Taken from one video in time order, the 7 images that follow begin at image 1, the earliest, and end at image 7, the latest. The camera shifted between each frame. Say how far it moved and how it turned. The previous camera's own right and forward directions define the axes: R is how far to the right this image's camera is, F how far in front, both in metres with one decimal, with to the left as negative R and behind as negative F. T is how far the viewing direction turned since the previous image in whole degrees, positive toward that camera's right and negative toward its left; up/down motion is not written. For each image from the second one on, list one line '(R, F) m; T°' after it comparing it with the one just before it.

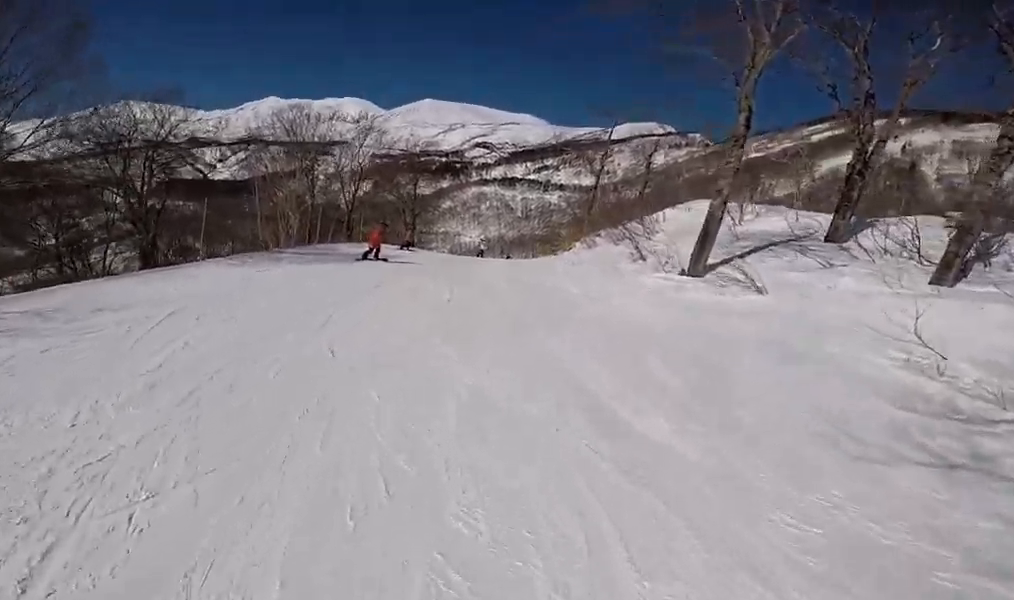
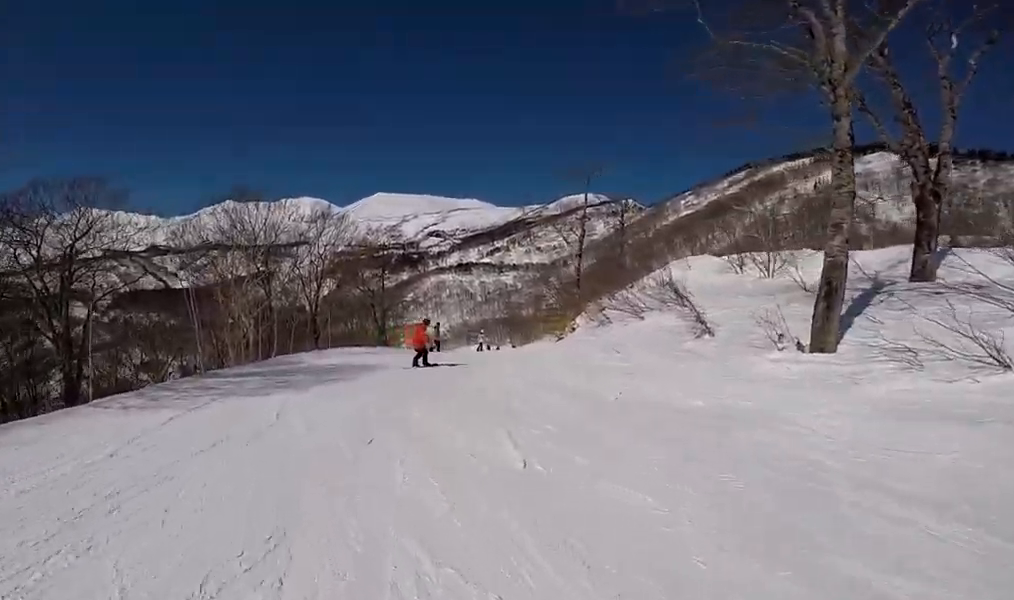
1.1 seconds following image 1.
(+1.6, +4.3) m; +15°
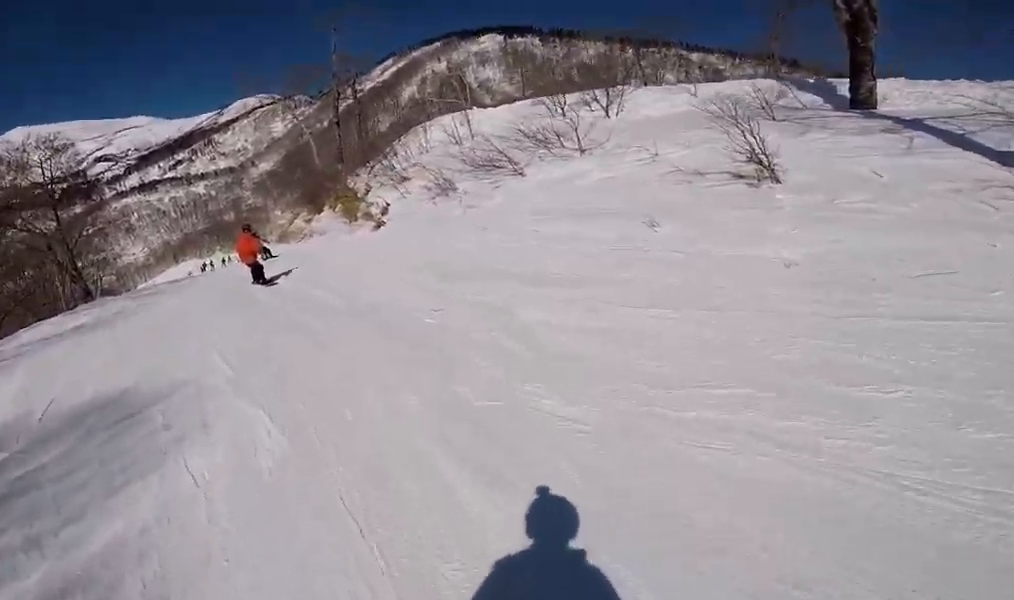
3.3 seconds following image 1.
(0.0, +8.7) m; +10°
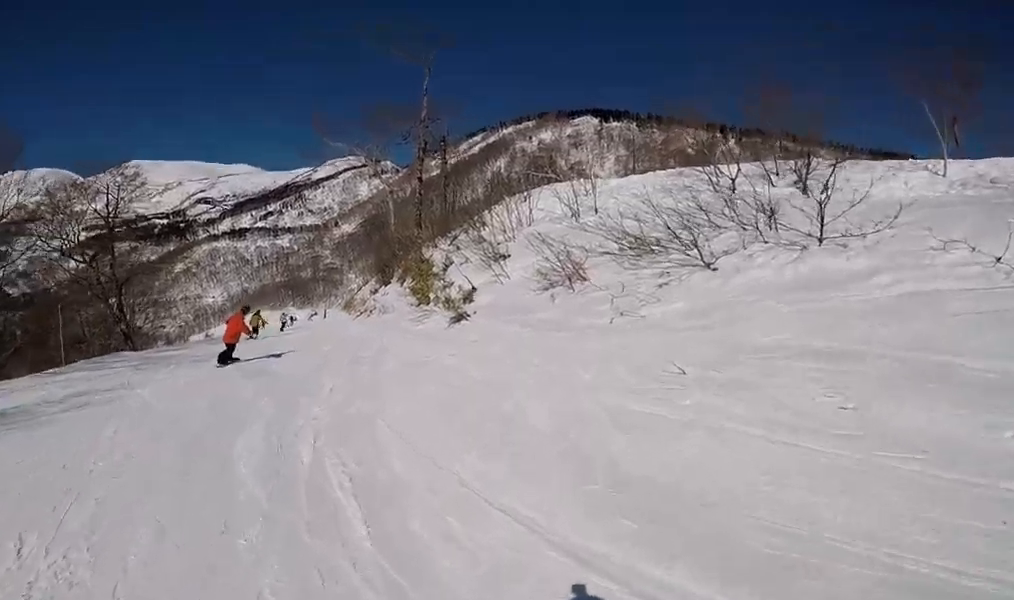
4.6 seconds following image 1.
(+0.1, +4.4) m; +2°
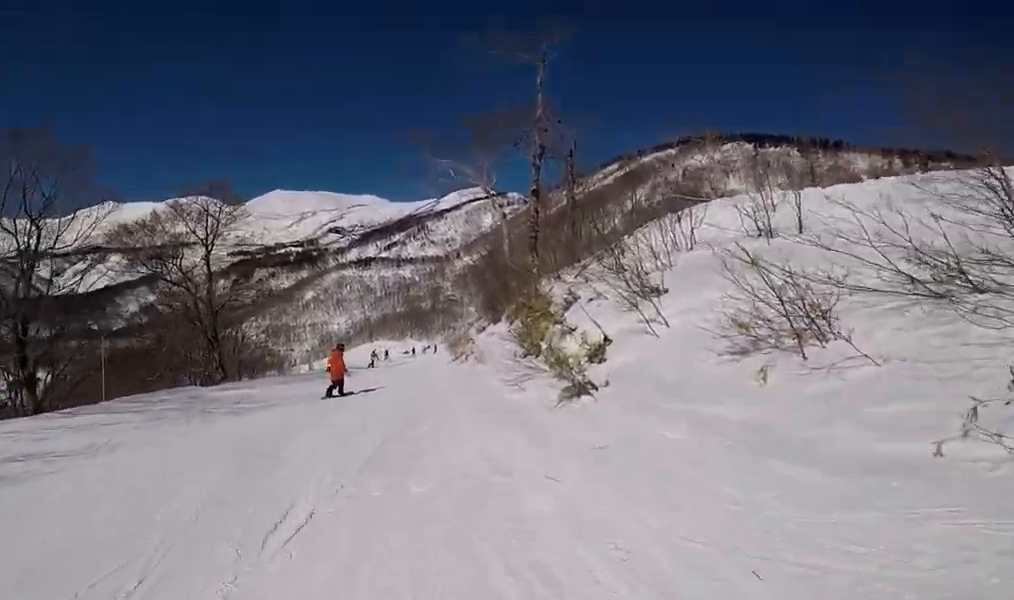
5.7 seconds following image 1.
(0.0, +3.9) m; -2°
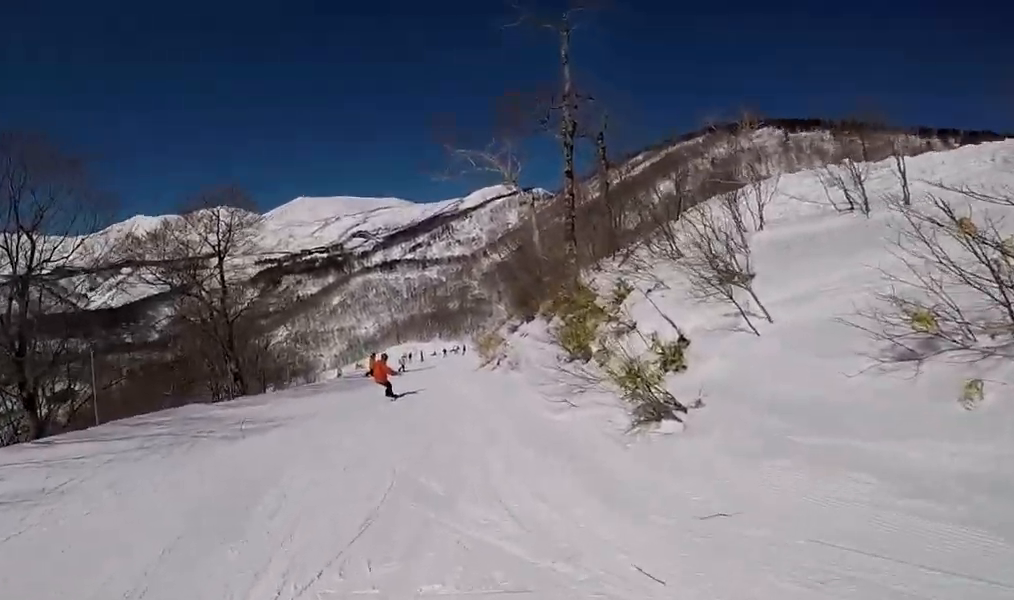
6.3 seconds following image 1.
(0.0, +1.9) m; -3°
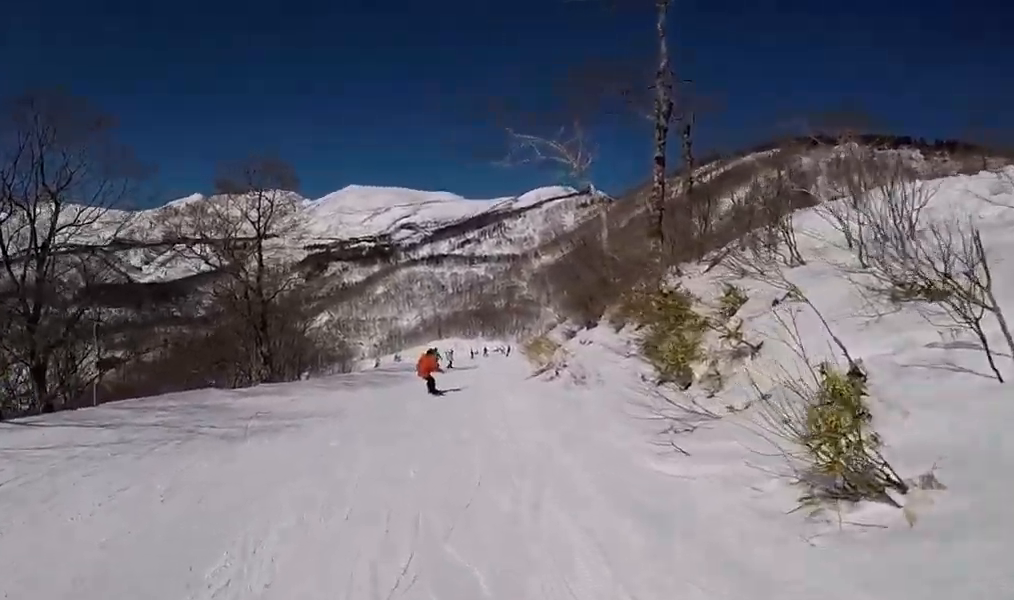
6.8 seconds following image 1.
(0.0, +2.1) m; -6°
